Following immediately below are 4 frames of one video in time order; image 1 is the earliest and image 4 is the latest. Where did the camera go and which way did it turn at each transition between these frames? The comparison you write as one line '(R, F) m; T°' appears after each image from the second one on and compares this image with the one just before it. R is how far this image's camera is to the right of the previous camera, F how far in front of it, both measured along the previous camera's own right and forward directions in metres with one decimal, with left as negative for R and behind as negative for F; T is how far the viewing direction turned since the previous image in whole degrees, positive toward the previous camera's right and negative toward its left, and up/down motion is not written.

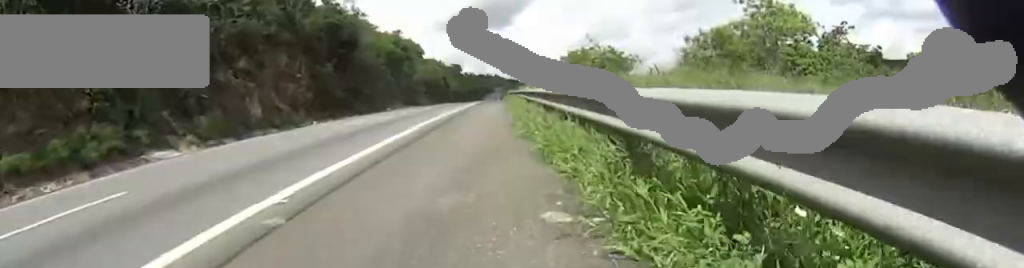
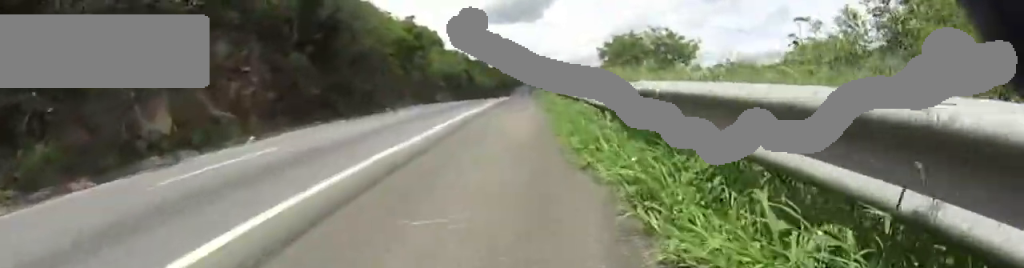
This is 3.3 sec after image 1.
(0.0, +10.2) m; -2°
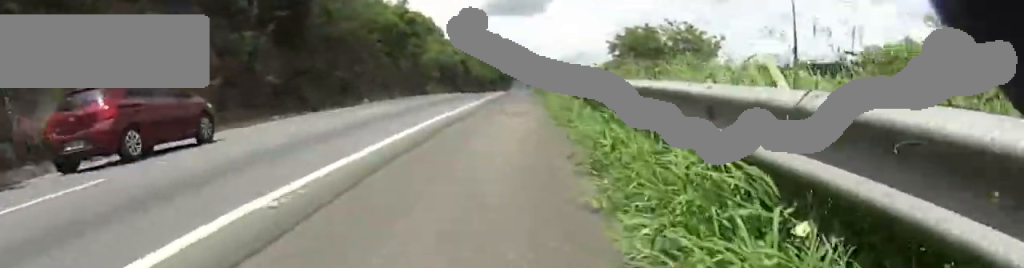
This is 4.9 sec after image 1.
(-0.4, +3.9) m; -1°
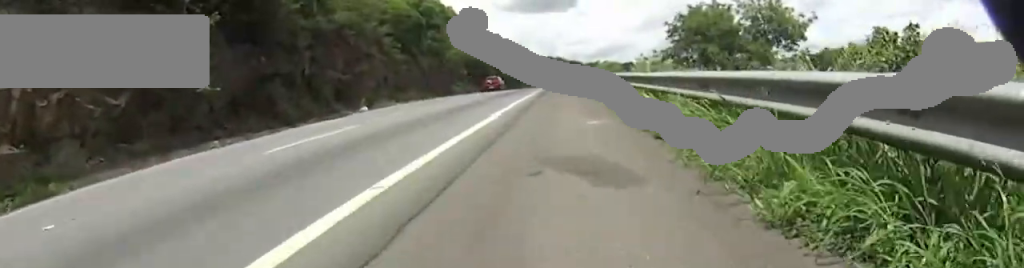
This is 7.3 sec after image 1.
(+1.5, +8.6) m; +6°
